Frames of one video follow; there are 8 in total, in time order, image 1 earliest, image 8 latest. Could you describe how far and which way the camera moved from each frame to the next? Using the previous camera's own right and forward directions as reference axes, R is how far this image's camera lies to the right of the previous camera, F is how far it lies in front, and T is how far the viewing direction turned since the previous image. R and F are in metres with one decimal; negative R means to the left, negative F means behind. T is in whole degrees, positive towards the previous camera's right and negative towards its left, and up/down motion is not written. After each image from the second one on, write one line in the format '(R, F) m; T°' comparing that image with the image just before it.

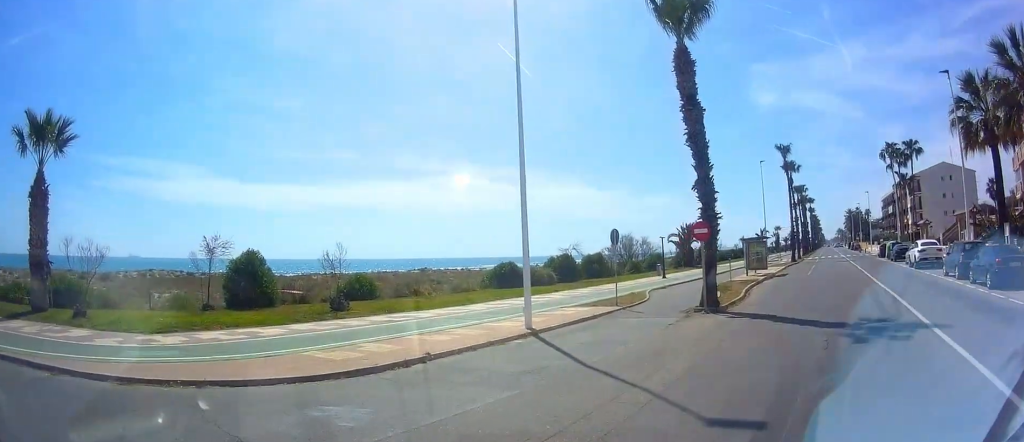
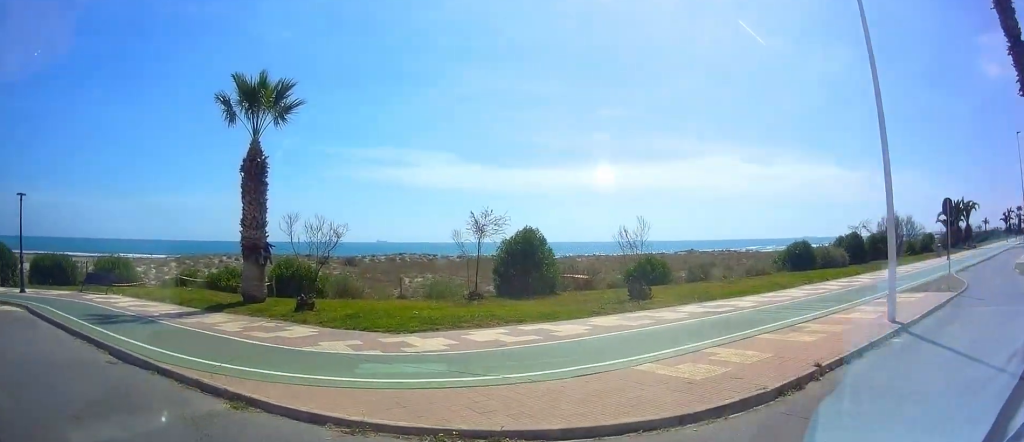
(-0.4, +5.4) m; -14°
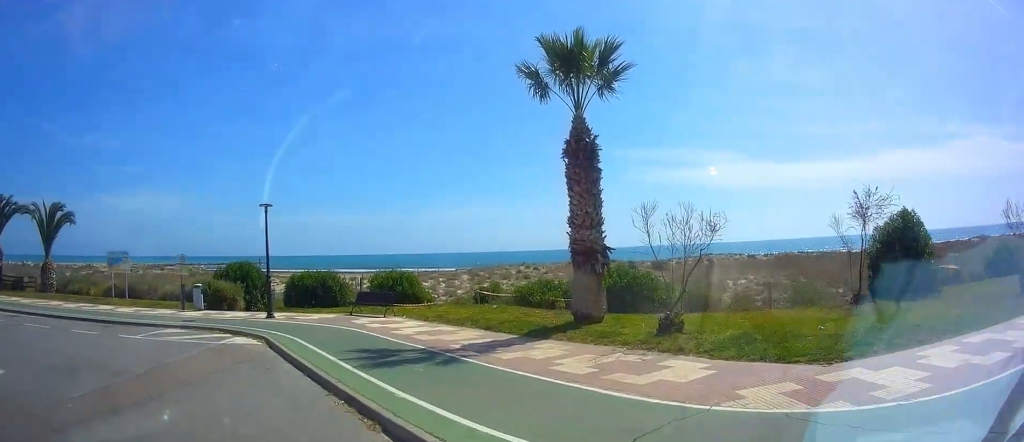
(-0.9, +4.6) m; -32°
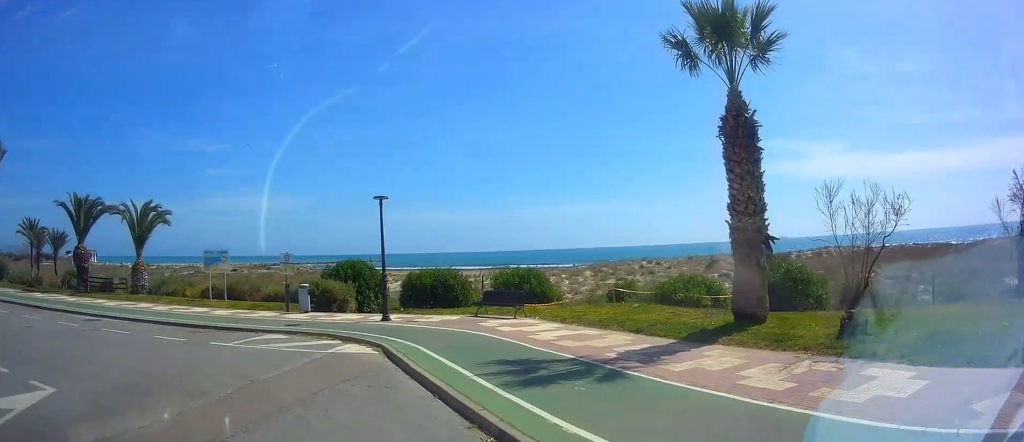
(-0.4, +1.9) m; -17°
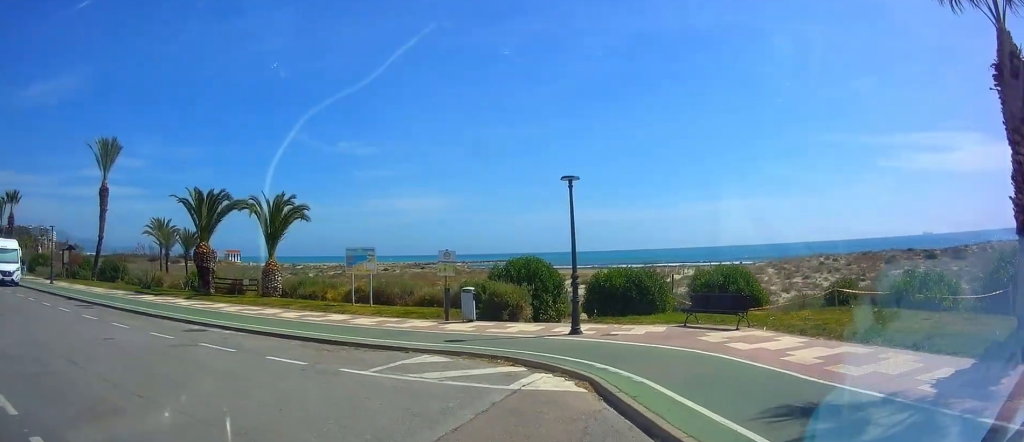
(-1.0, +4.4) m; -24°
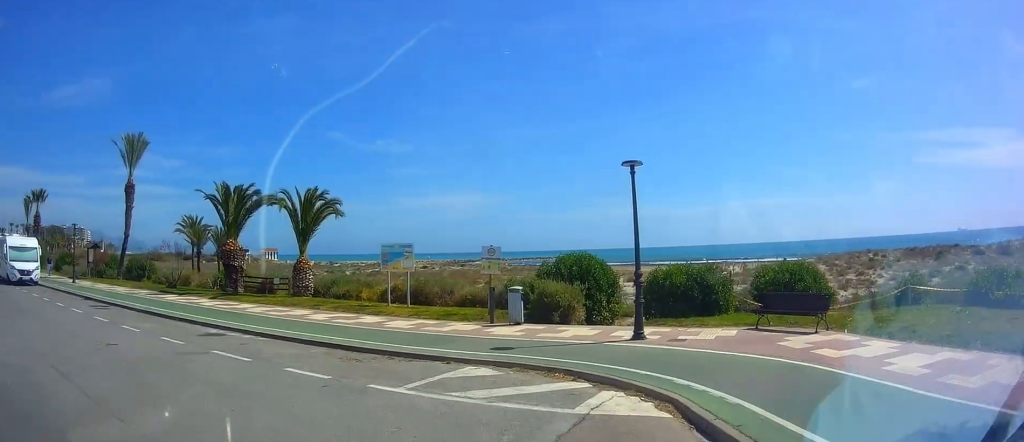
(-0.2, +1.8) m; -7°
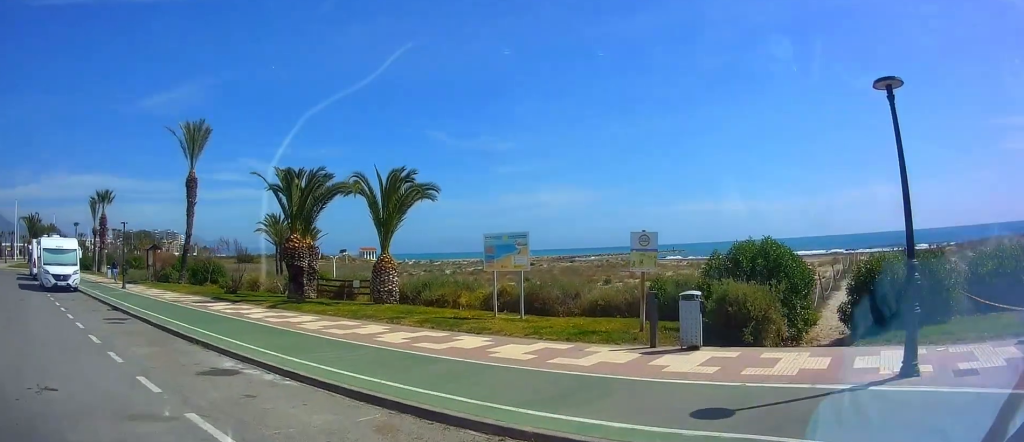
(-1.0, +5.5) m; -19°
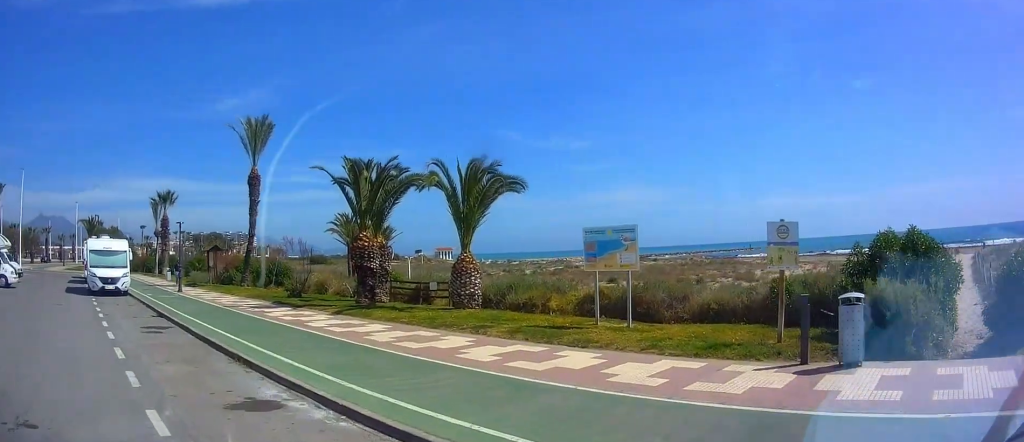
(-0.1, +2.1) m; -8°
